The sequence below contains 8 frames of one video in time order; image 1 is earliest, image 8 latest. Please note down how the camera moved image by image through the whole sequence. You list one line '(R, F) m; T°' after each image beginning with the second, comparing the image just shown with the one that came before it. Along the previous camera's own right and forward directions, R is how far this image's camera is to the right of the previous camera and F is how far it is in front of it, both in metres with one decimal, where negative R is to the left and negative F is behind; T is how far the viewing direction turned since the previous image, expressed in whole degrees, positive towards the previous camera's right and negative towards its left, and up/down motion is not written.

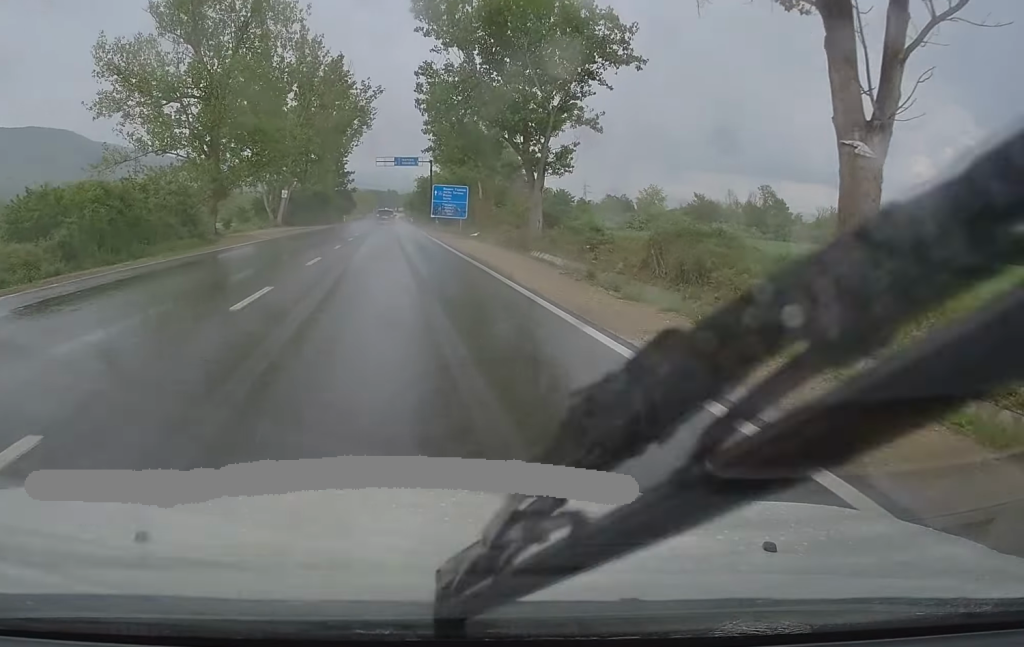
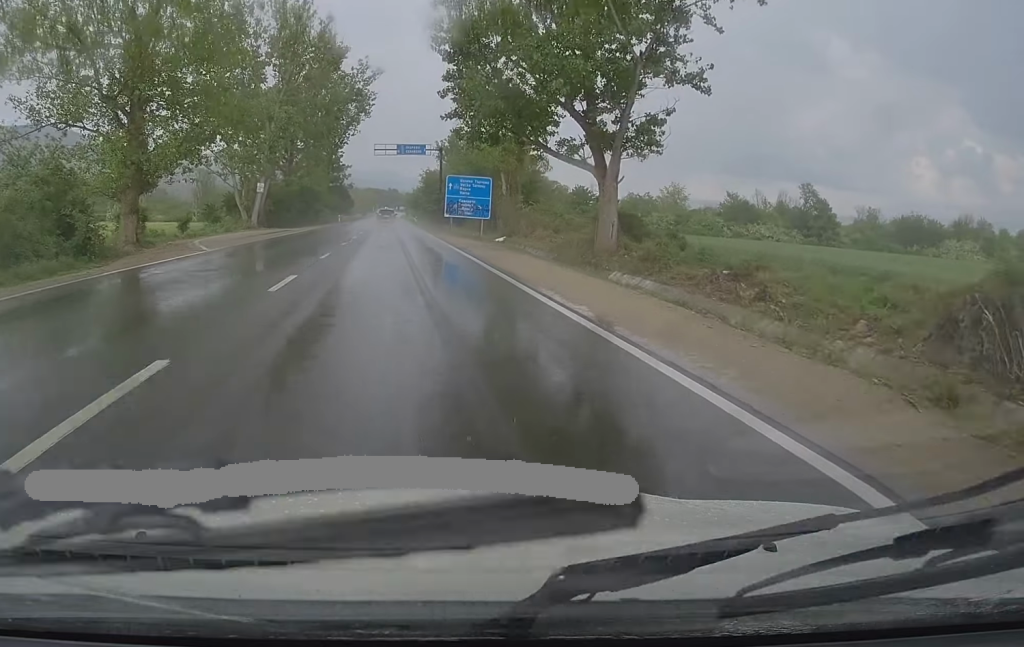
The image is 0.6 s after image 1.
(0.0, +15.4) m; 0°
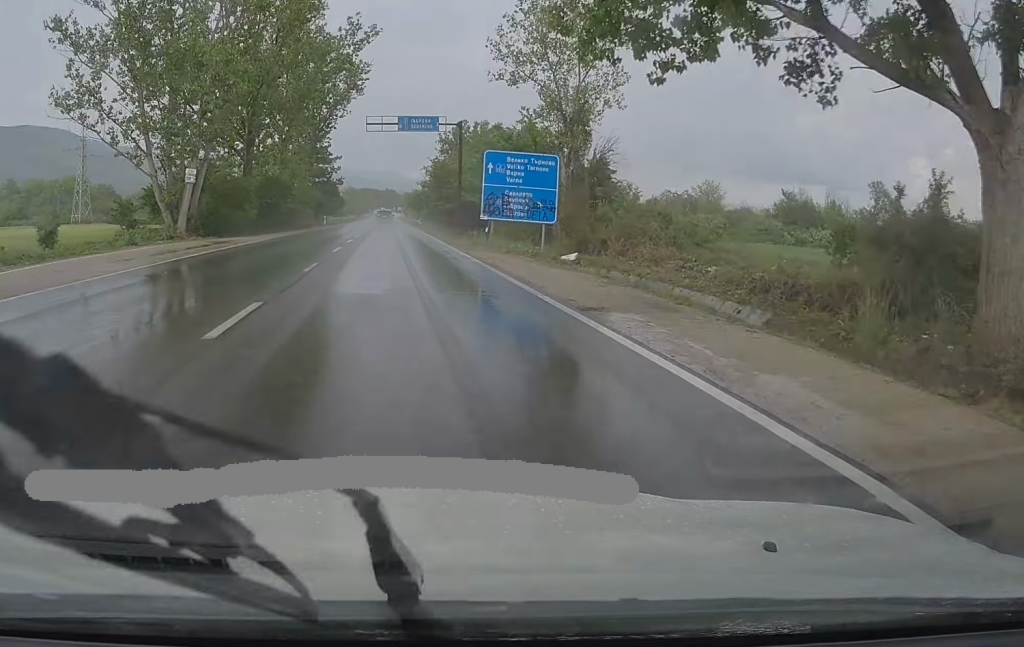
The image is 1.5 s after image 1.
(0.0, +22.1) m; 0°
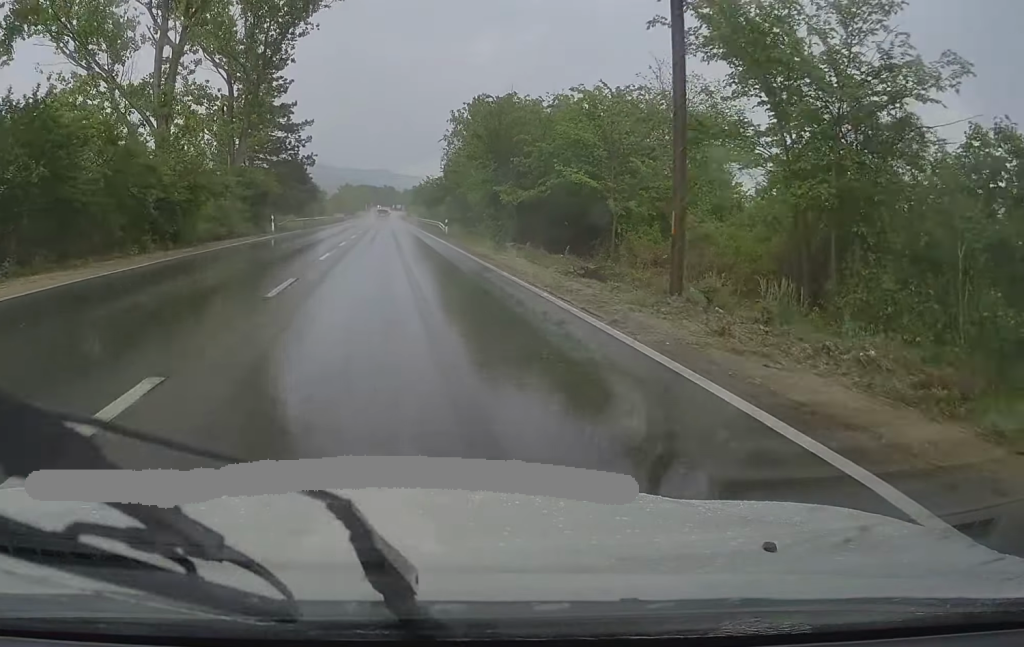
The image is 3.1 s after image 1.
(-0.6, +40.2) m; -1°
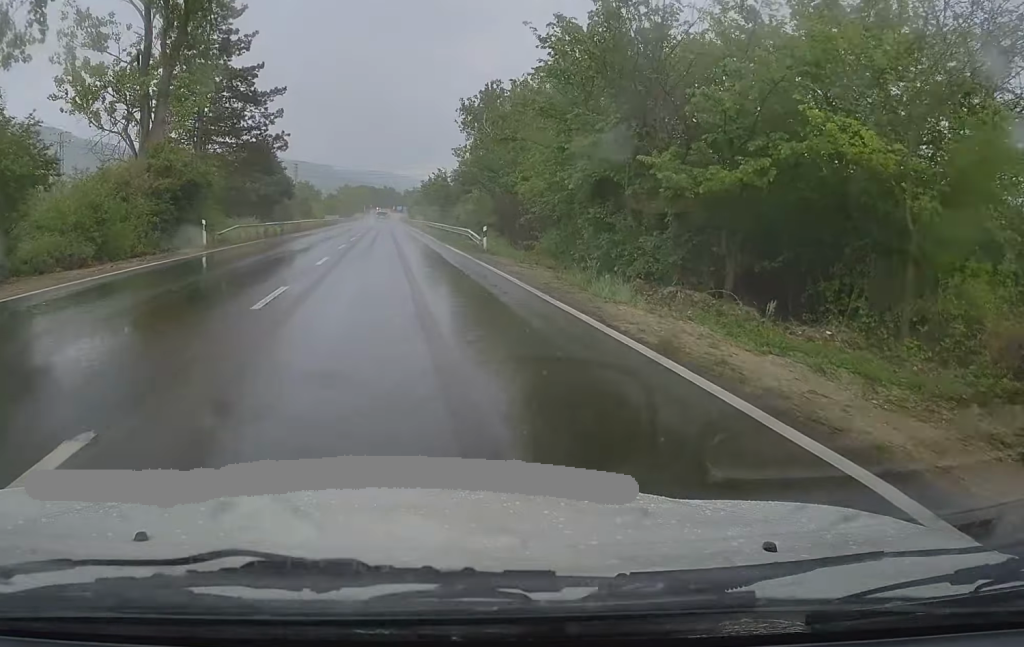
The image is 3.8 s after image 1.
(+0.1, +19.1) m; +1°
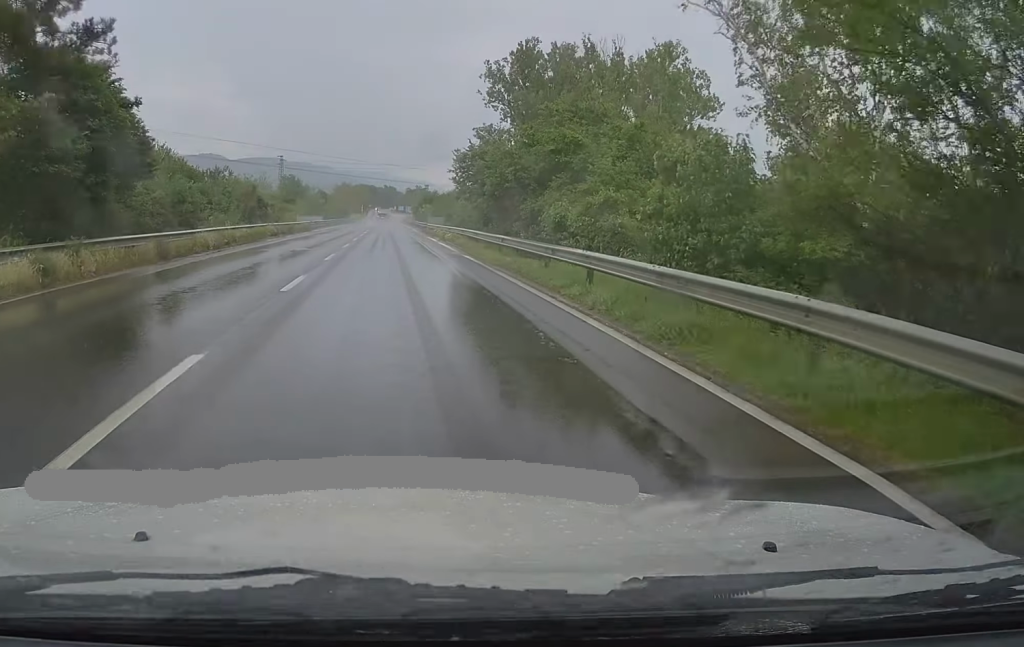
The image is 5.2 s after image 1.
(+0.3, +33.1) m; 0°
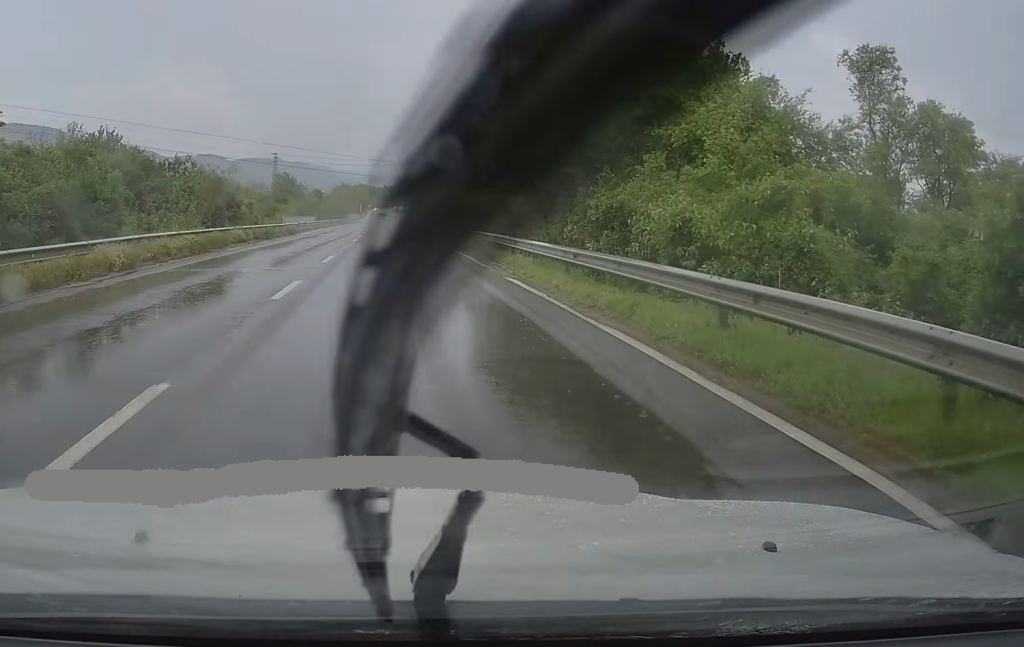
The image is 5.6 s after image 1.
(-0.1, +9.9) m; 0°
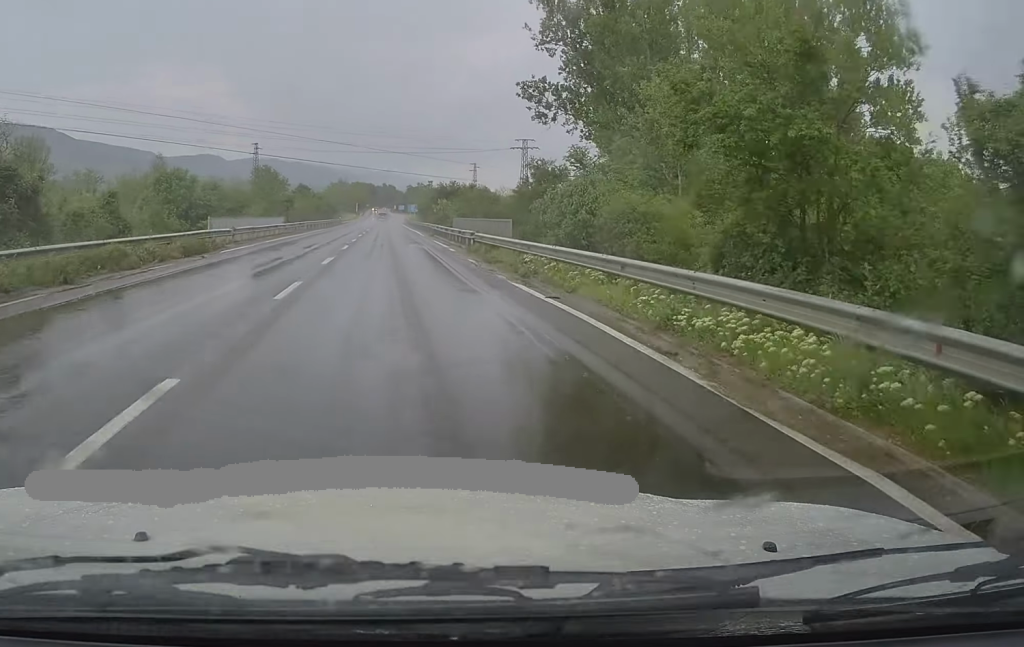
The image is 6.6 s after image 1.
(+0.1, +26.6) m; 0°
